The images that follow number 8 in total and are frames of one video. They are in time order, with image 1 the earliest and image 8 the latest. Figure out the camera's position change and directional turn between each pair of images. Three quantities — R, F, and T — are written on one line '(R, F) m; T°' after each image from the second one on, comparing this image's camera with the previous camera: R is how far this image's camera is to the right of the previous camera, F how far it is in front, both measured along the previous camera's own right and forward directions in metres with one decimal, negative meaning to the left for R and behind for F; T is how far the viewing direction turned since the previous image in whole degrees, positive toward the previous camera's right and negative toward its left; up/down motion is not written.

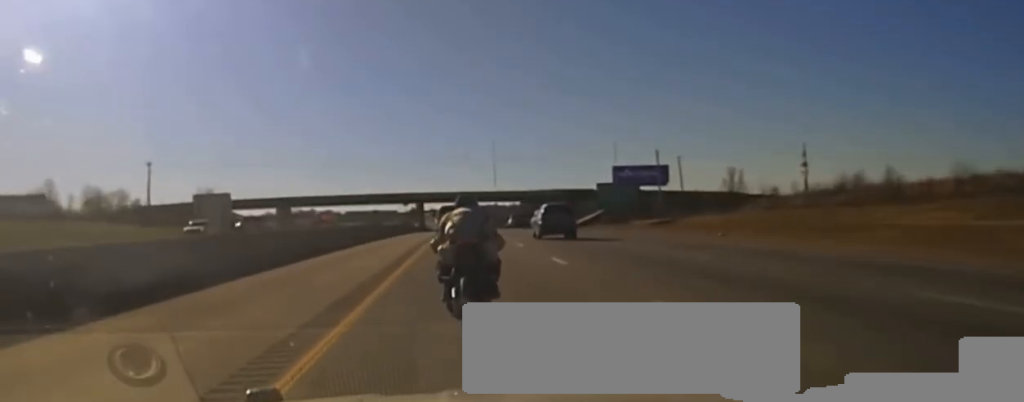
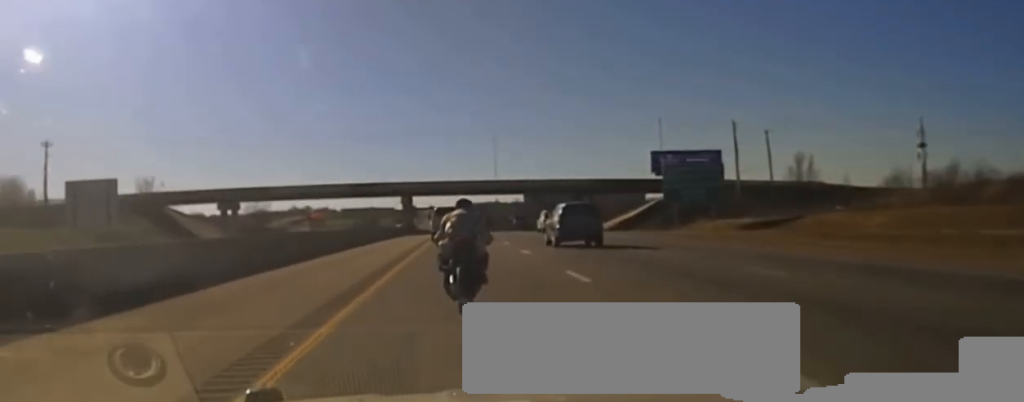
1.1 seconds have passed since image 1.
(+0.3, +45.6) m; -1°
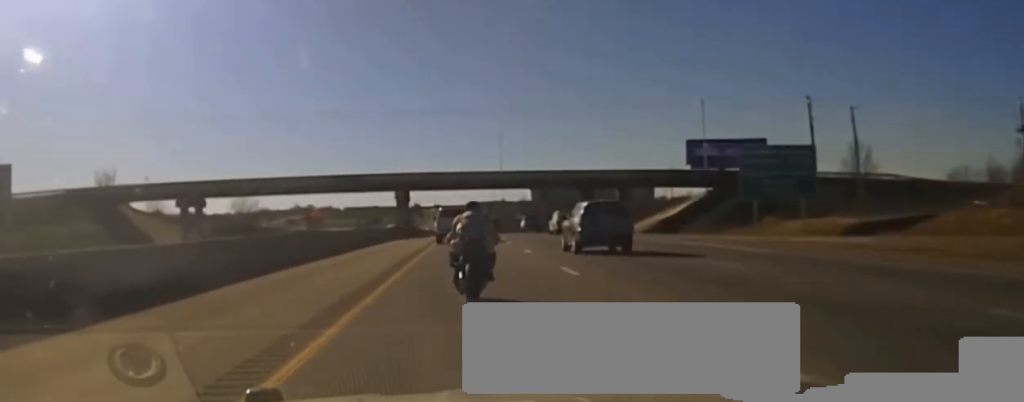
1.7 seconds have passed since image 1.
(-0.4, +23.6) m; 0°
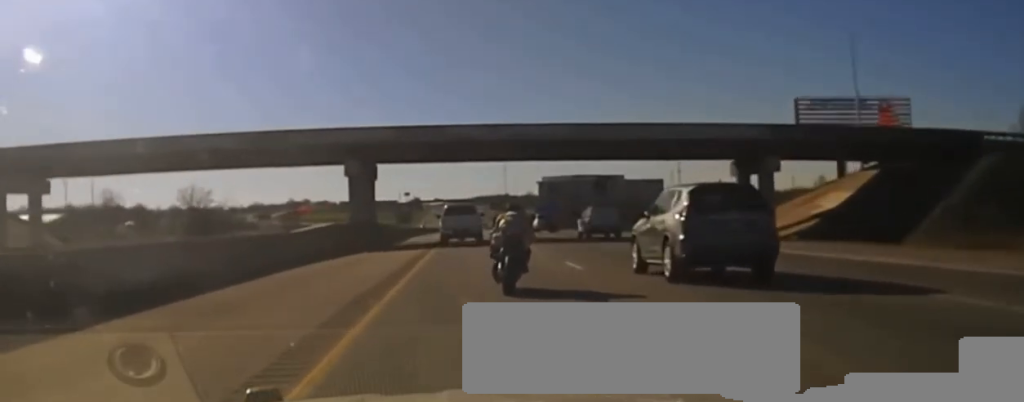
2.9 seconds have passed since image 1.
(-0.1, +49.8) m; 0°
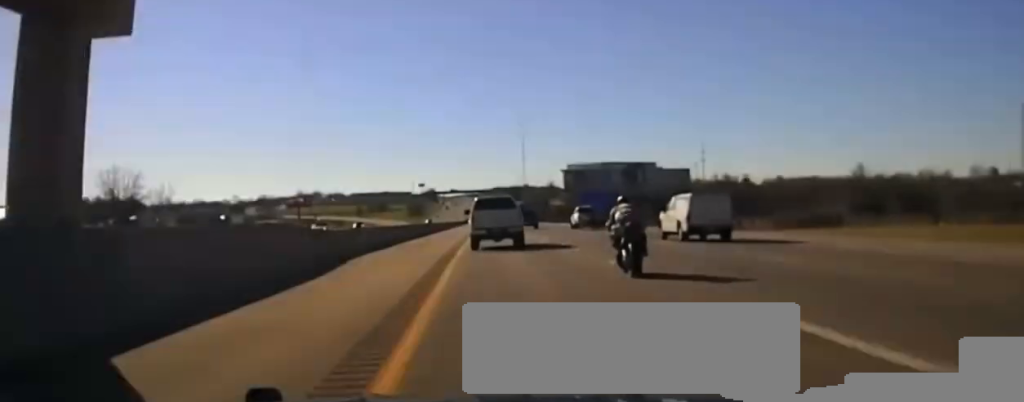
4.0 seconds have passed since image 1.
(-0.2, +52.1) m; 0°
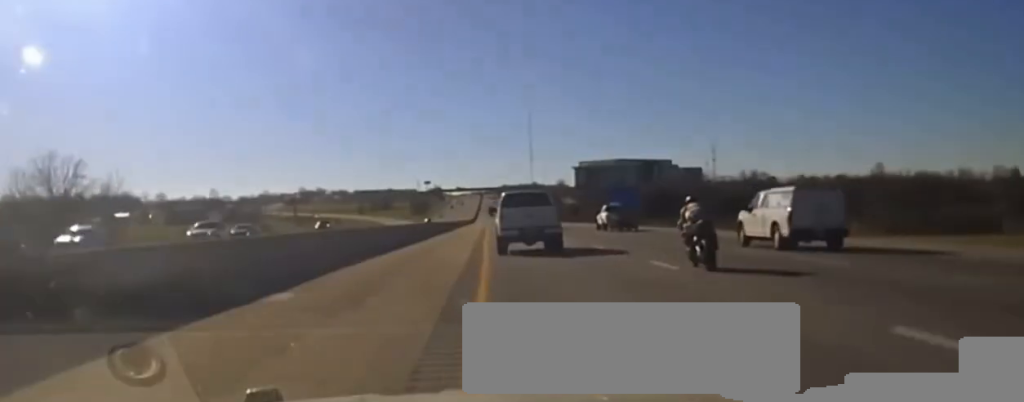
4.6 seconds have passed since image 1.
(+0.1, +25.9) m; 0°
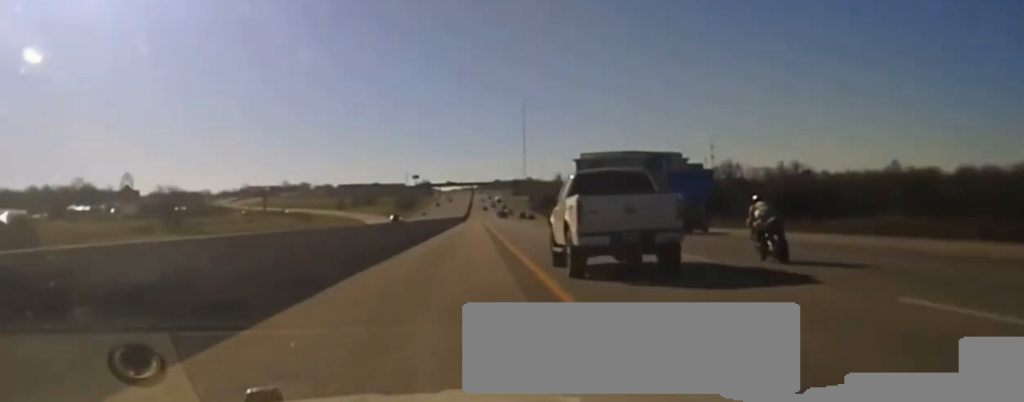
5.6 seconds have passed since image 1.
(+0.2, +48.1) m; +1°
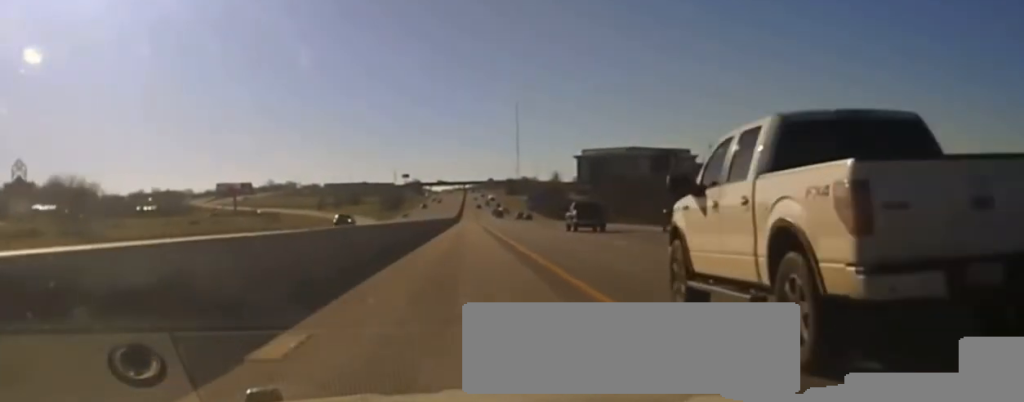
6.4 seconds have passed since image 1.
(+0.1, +36.7) m; +1°
